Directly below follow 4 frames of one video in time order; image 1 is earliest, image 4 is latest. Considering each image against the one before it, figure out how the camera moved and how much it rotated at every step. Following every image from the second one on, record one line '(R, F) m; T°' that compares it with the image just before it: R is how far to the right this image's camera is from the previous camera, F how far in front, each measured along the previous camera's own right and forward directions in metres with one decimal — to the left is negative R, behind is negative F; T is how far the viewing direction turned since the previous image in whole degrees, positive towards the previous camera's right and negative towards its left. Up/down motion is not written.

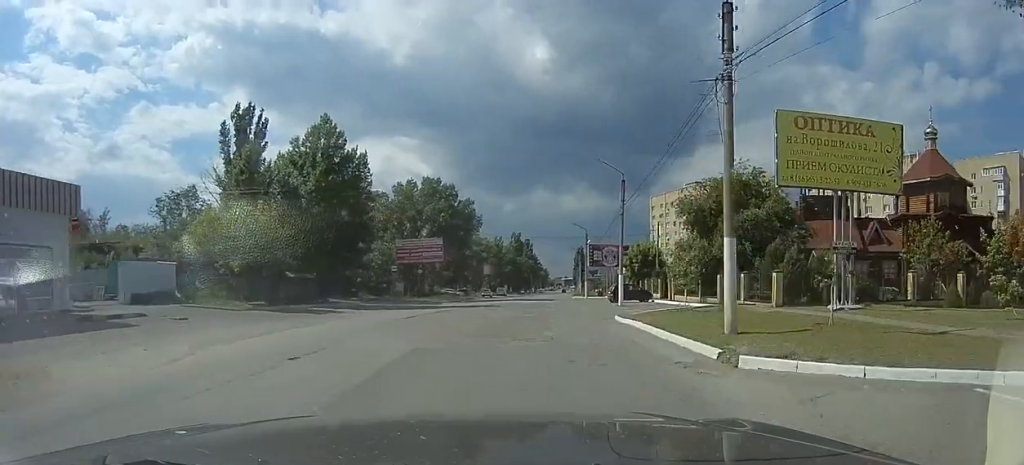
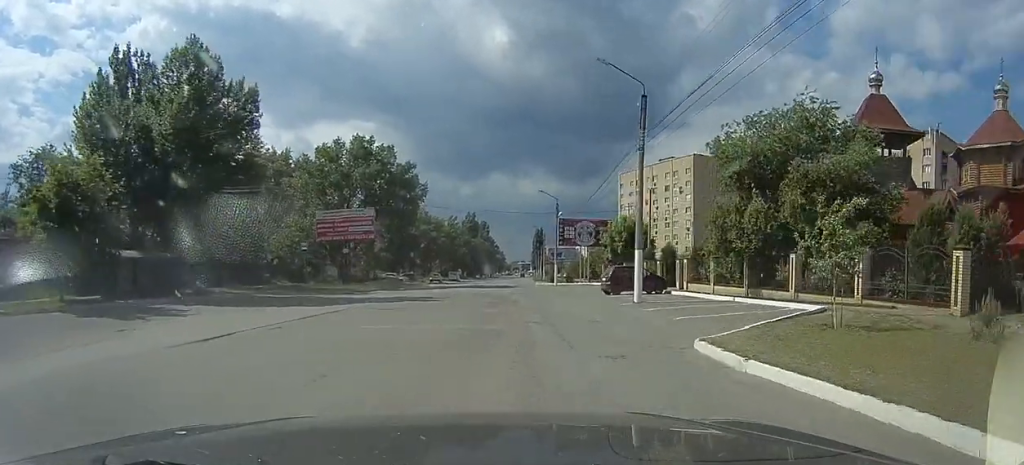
(+1.3, +14.3) m; +3°
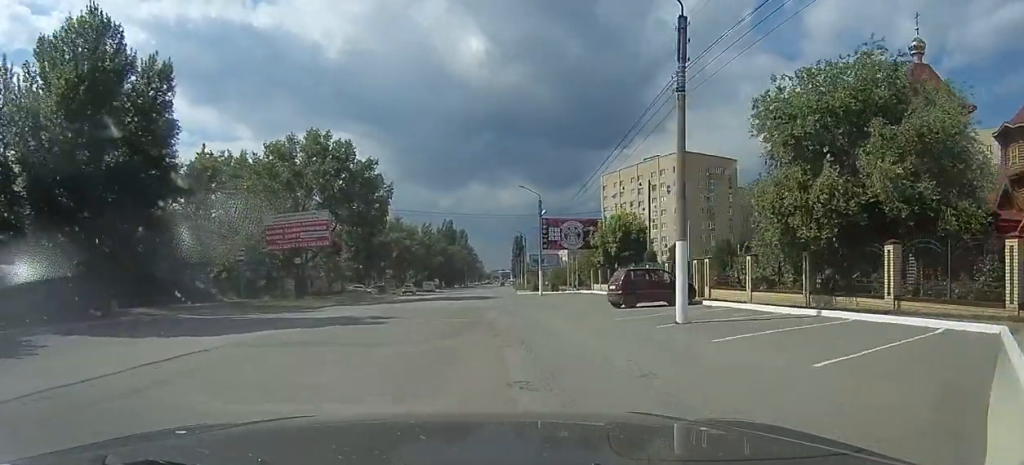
(-0.6, +7.6) m; 0°
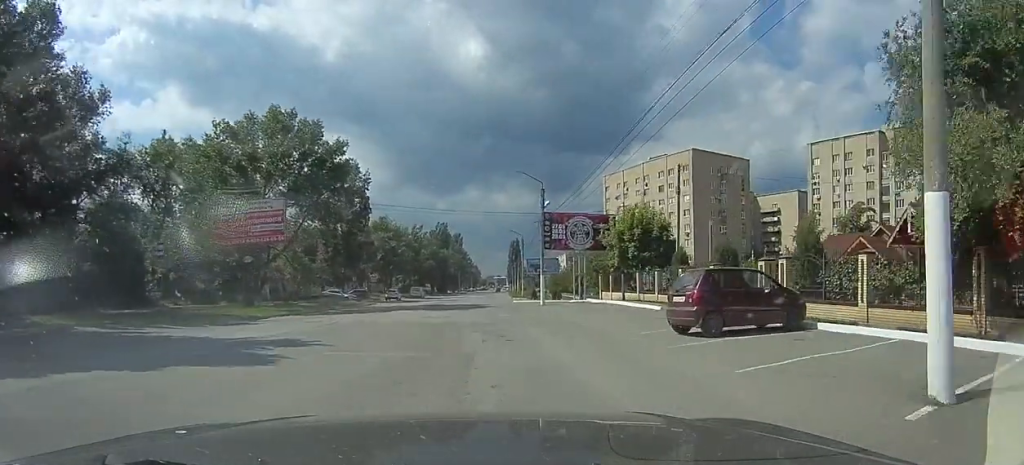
(+0.4, +8.3) m; +6°
